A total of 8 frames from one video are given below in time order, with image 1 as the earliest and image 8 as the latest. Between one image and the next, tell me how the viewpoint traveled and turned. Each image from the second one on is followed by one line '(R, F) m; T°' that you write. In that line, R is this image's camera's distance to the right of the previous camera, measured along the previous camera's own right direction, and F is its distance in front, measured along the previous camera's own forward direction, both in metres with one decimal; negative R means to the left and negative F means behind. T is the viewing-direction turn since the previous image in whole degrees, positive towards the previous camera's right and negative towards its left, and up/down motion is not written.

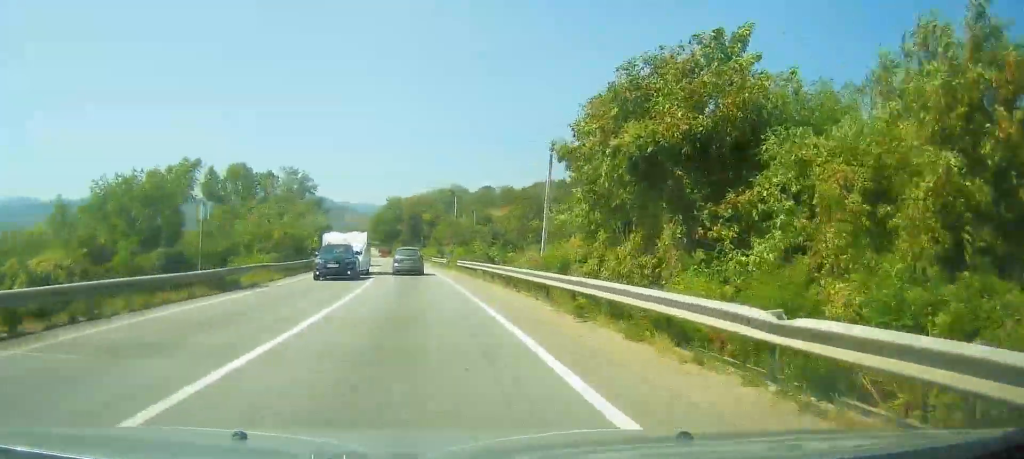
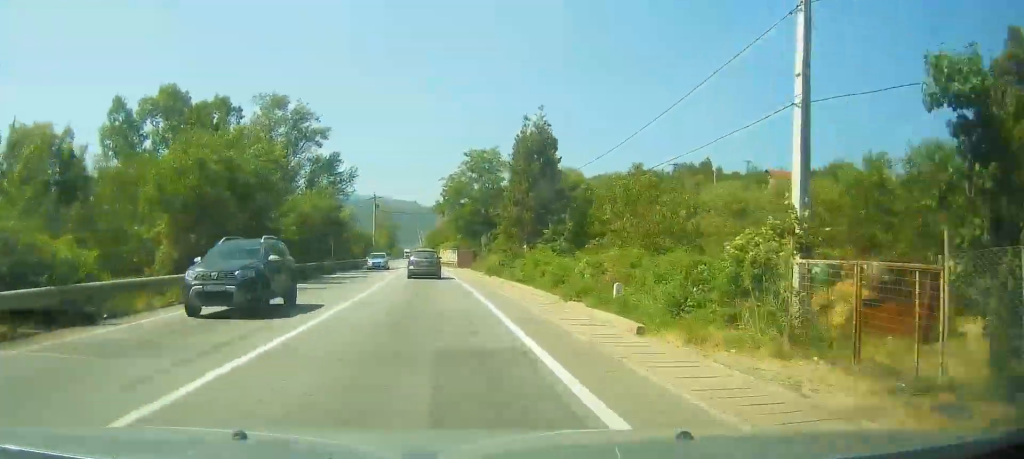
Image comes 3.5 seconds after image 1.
(-4.1, +65.6) m; -6°
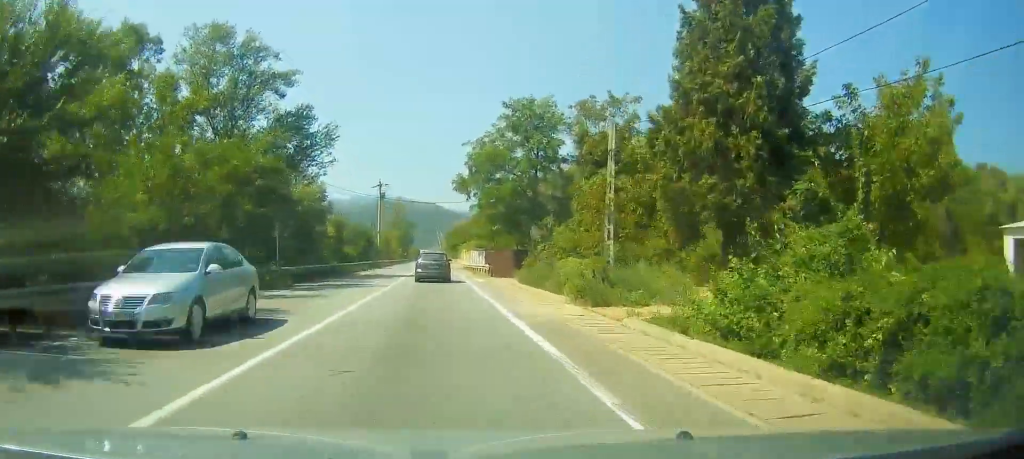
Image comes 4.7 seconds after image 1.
(-0.2, +22.6) m; -1°
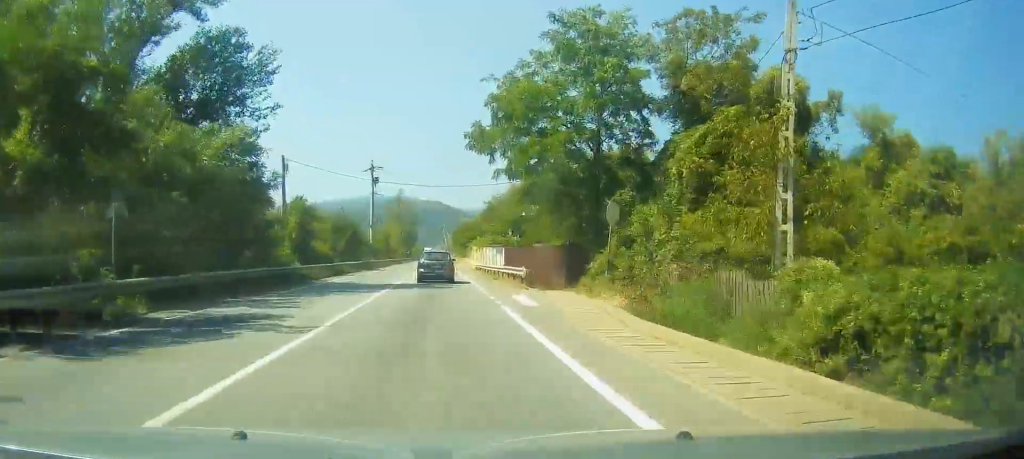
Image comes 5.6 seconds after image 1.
(0.0, +16.2) m; -1°
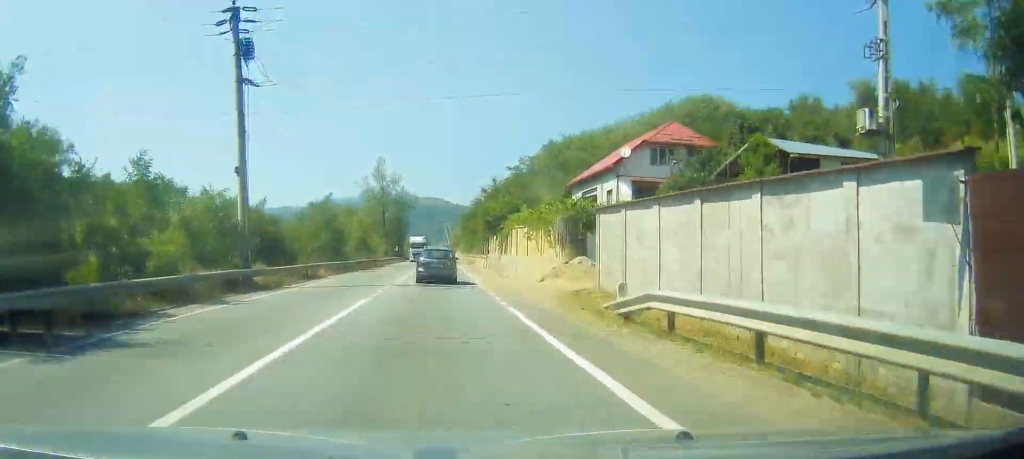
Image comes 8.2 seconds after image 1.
(-0.7, +48.7) m; 0°
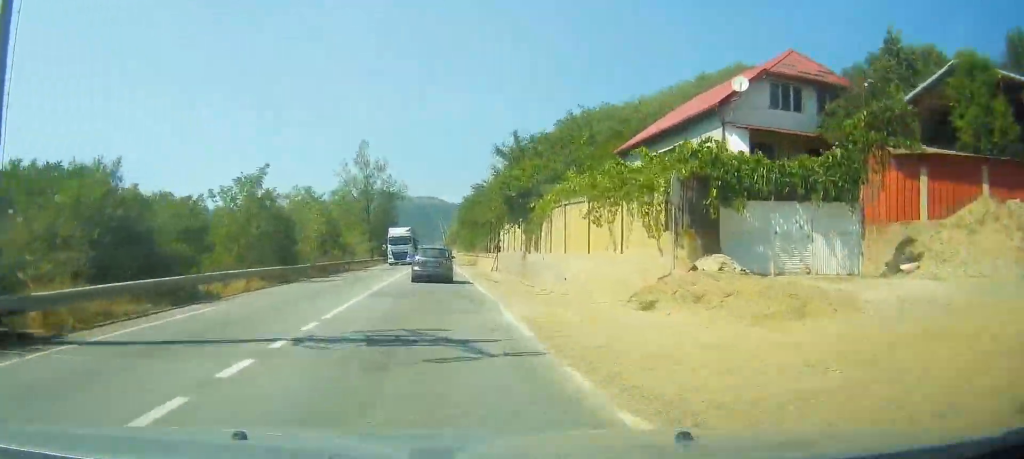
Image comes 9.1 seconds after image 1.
(+0.2, +16.4) m; +1°
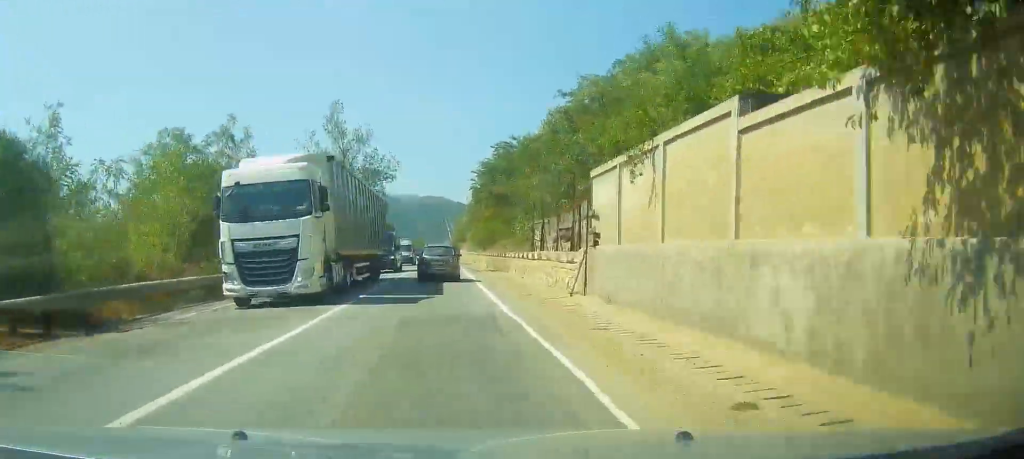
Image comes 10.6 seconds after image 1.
(0.0, +25.7) m; 0°
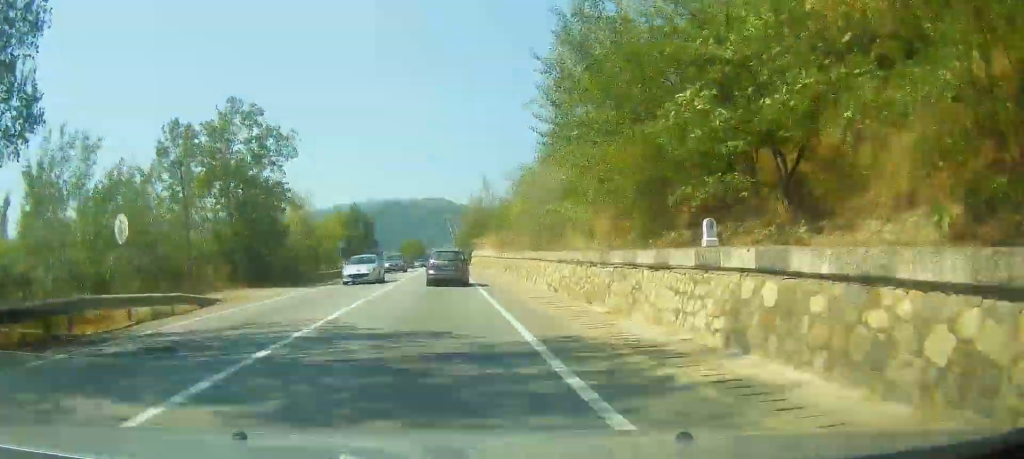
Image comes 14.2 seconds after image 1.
(-0.8, +63.6) m; -1°
